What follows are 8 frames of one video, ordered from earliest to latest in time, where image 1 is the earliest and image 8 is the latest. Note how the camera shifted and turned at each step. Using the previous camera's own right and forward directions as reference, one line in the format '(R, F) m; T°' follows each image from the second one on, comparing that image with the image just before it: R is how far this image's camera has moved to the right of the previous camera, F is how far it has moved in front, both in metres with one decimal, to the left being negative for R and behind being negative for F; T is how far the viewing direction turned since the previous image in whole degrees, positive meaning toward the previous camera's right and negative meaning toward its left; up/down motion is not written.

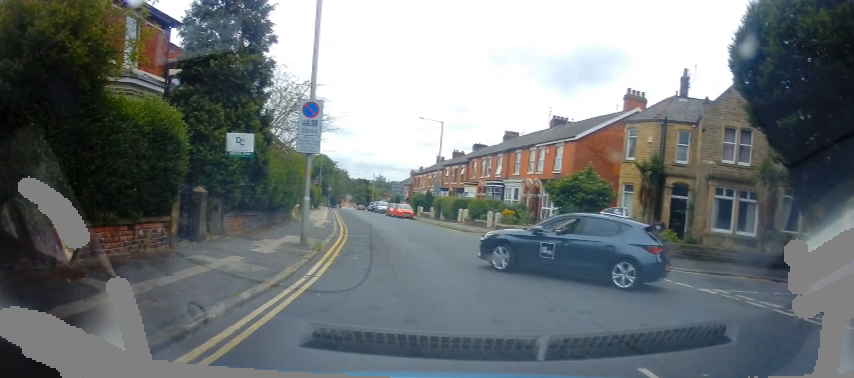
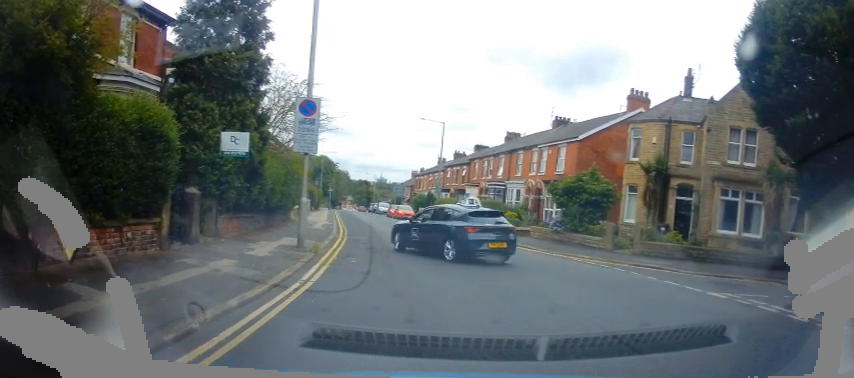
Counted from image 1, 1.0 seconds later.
(-0.2, +0.9) m; +4°
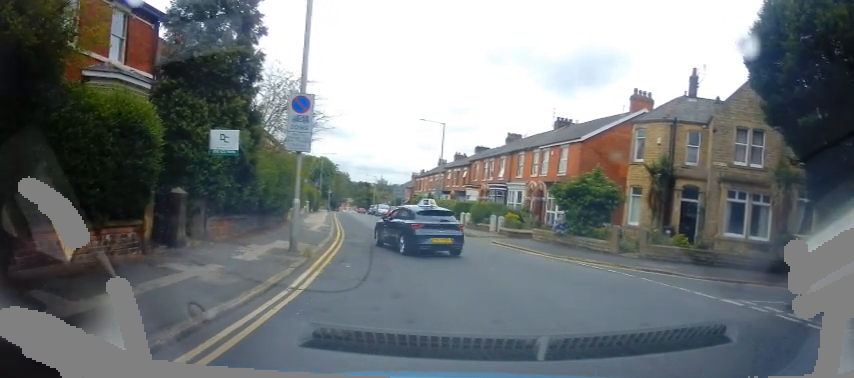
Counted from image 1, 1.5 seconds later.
(-0.1, +0.8) m; +6°
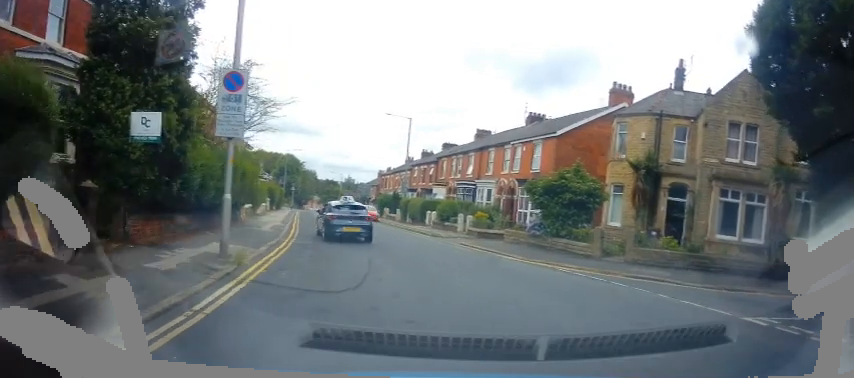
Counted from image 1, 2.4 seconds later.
(+0.3, +2.0) m; +7°
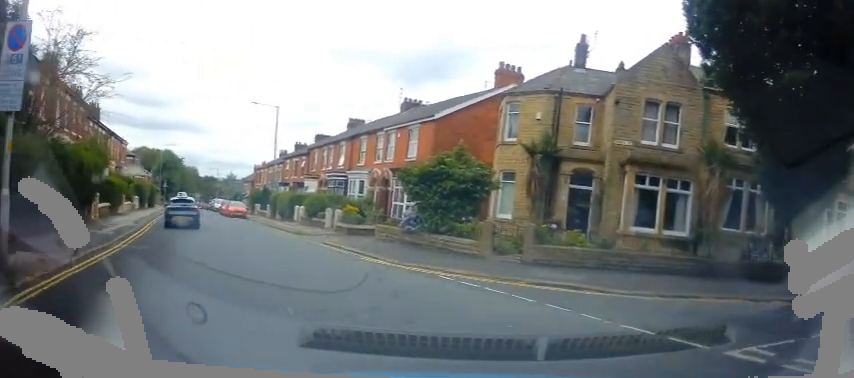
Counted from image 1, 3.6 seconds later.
(0.0, +3.2) m; +12°
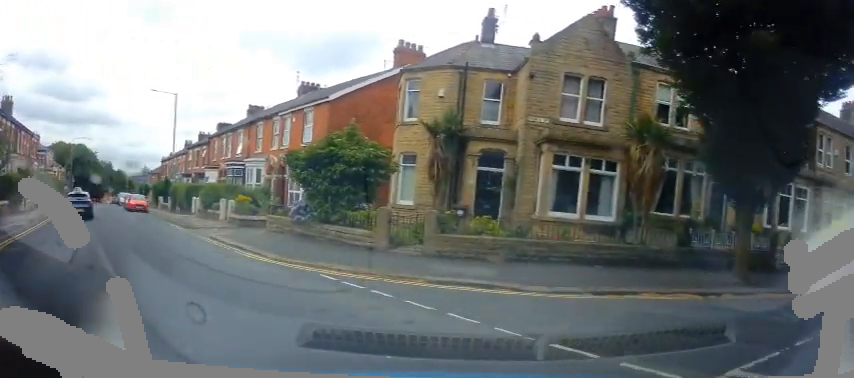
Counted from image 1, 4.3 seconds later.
(+0.3, +1.6) m; +15°
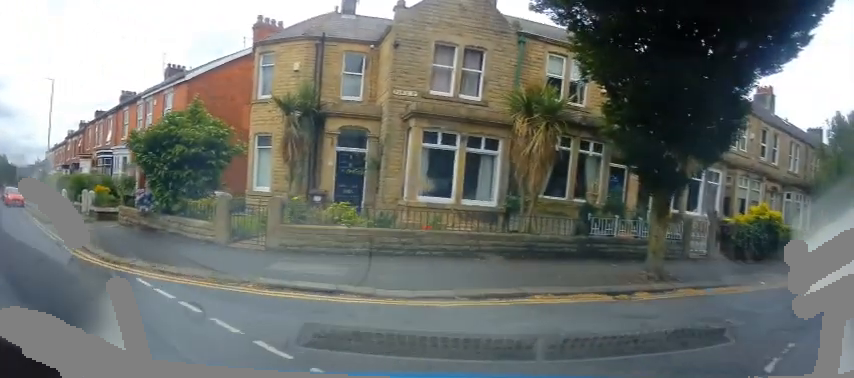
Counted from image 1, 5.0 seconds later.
(+0.3, +1.9) m; +21°
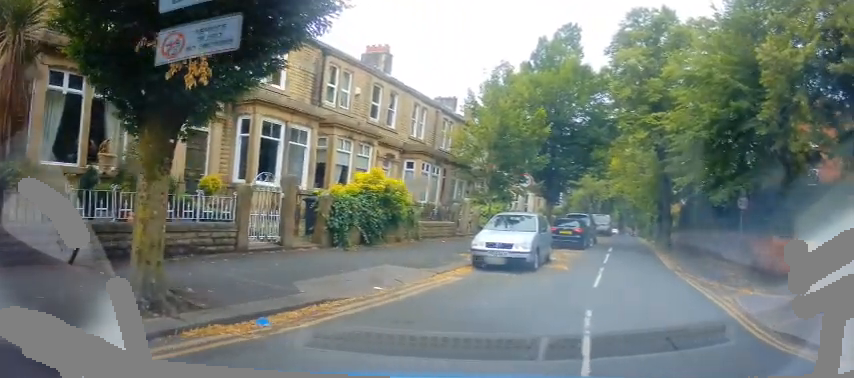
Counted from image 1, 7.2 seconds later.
(+2.4, +4.6) m; +46°
